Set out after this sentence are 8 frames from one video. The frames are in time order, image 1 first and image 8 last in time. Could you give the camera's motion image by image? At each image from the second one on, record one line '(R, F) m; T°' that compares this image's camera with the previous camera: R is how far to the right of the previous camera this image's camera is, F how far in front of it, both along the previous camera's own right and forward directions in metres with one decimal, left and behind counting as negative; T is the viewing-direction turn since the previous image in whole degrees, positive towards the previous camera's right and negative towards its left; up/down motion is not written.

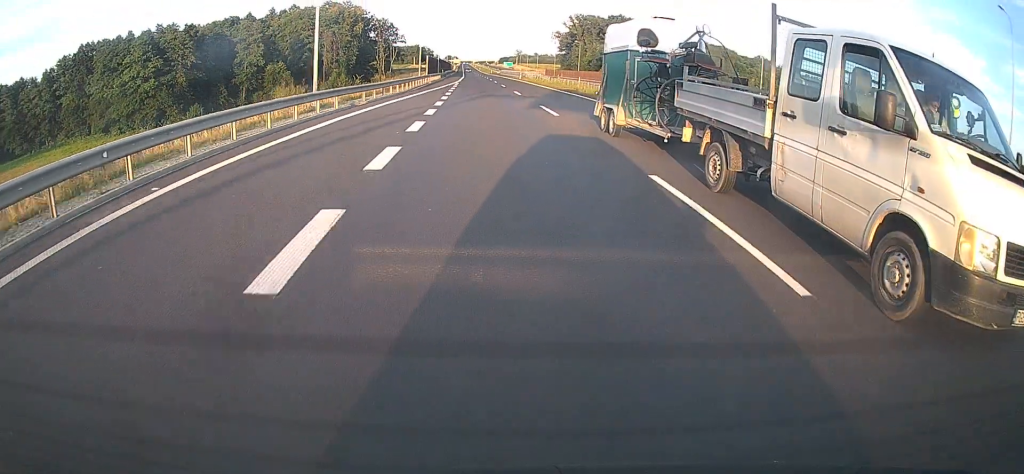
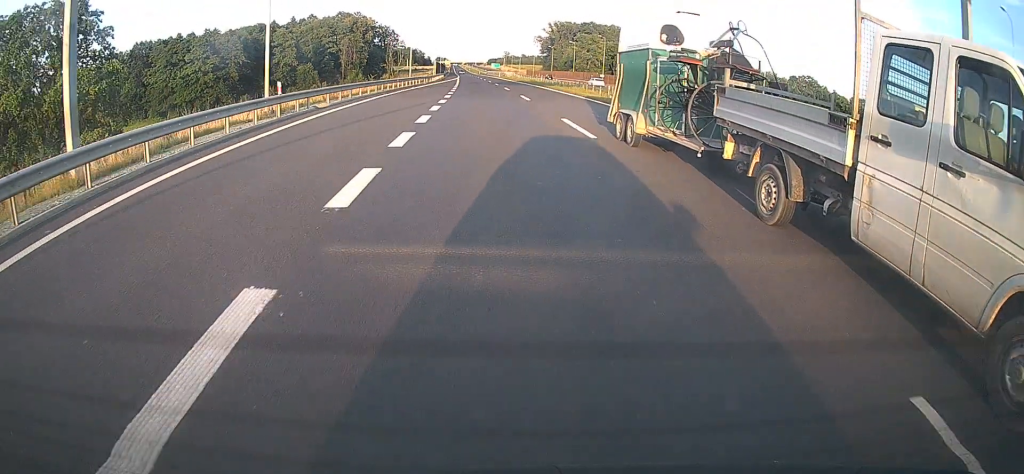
(+0.4, +33.8) m; +1°
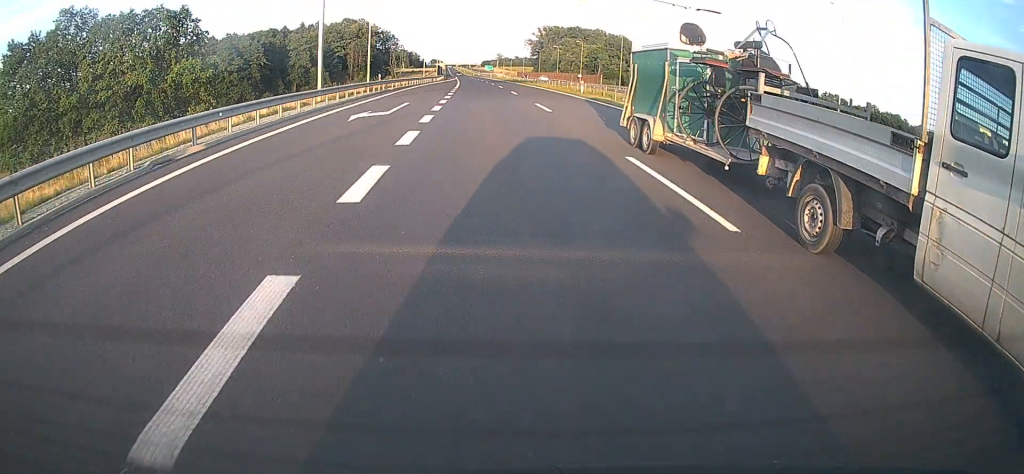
(+0.1, +20.0) m; +1°
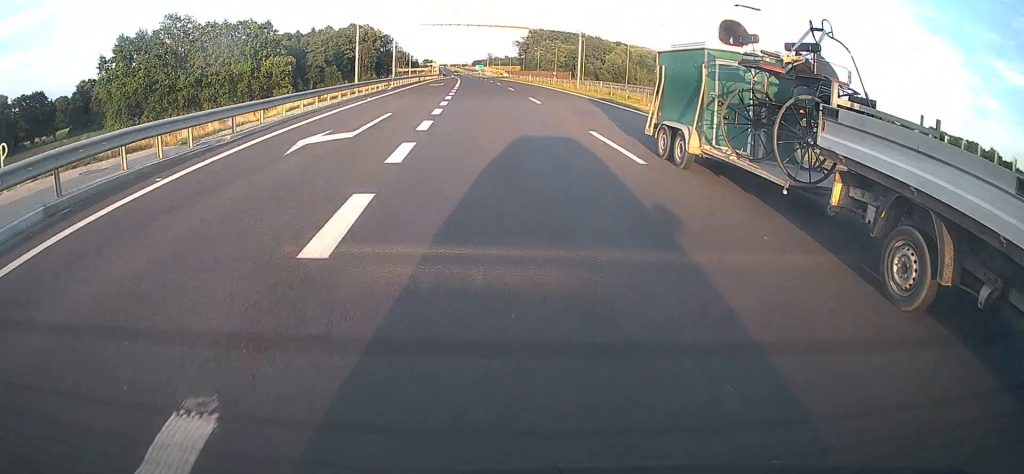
(+0.3, +30.1) m; +1°
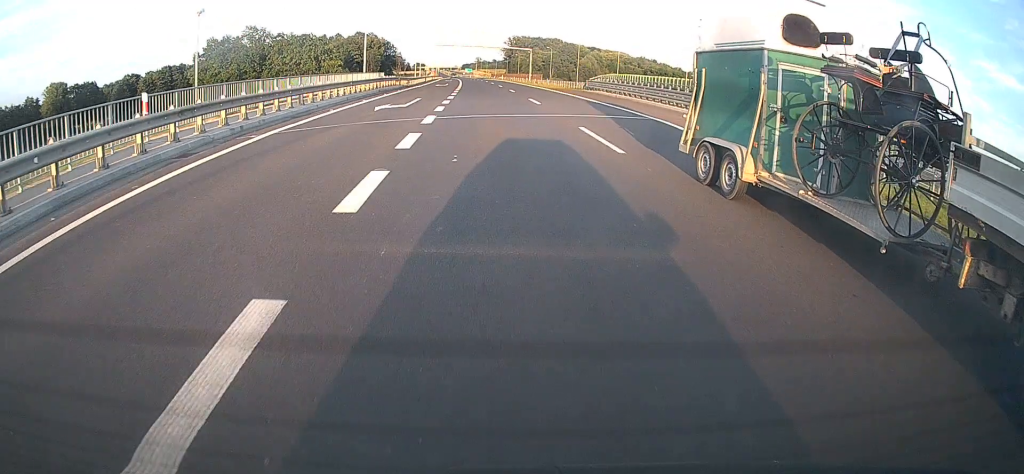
(+0.5, +40.9) m; +1°
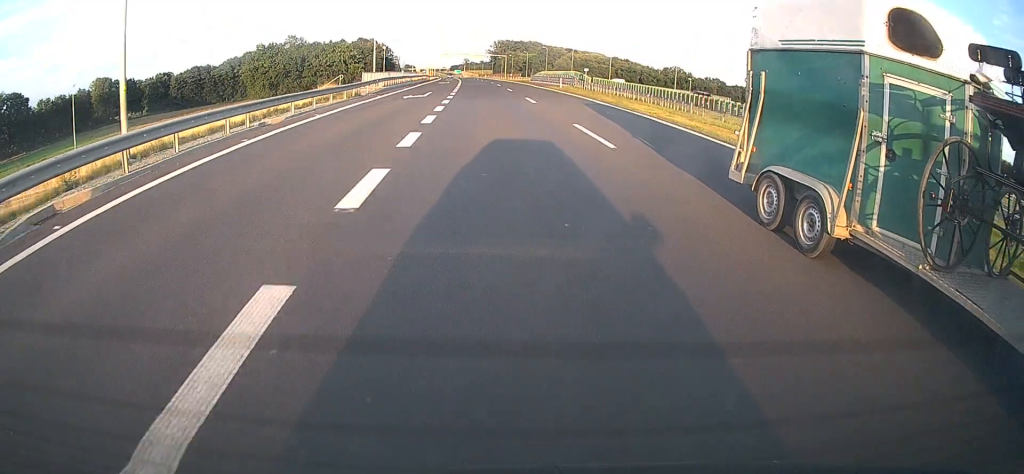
(+0.5, +40.0) m; +1°
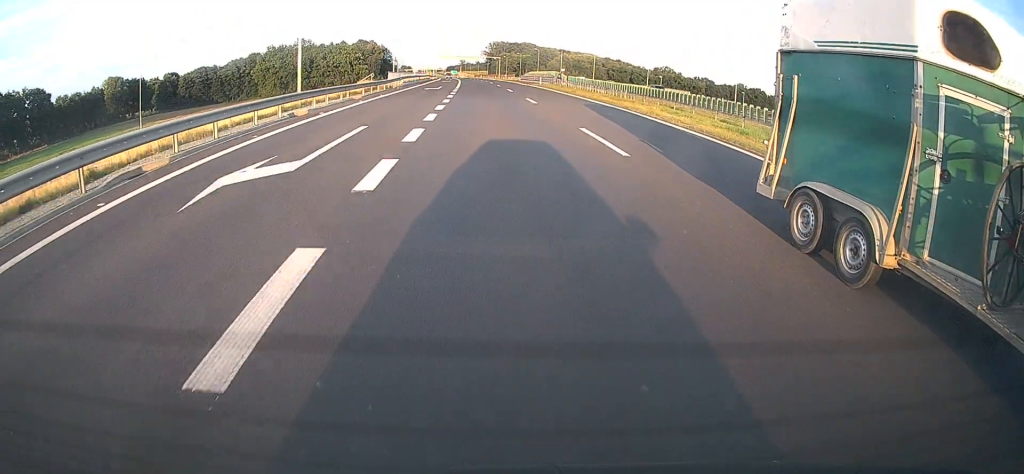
(+0.2, +12.7) m; 0°
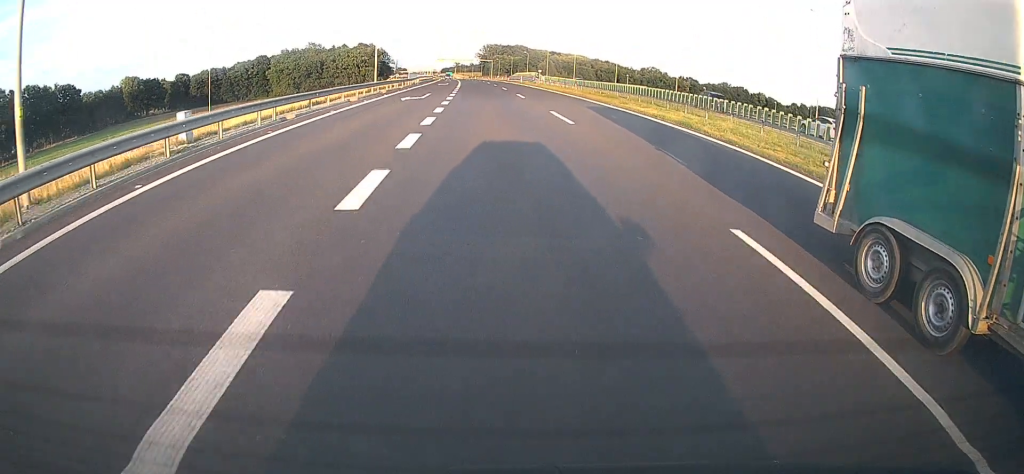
(-0.2, +19.1) m; +1°
